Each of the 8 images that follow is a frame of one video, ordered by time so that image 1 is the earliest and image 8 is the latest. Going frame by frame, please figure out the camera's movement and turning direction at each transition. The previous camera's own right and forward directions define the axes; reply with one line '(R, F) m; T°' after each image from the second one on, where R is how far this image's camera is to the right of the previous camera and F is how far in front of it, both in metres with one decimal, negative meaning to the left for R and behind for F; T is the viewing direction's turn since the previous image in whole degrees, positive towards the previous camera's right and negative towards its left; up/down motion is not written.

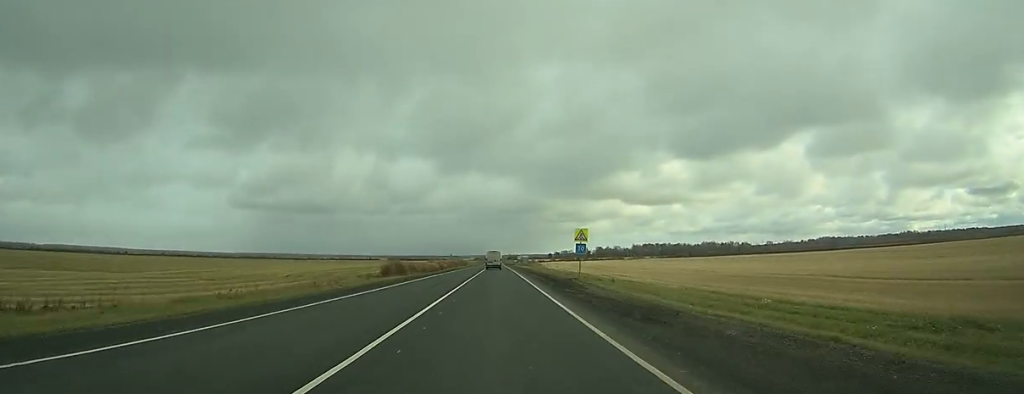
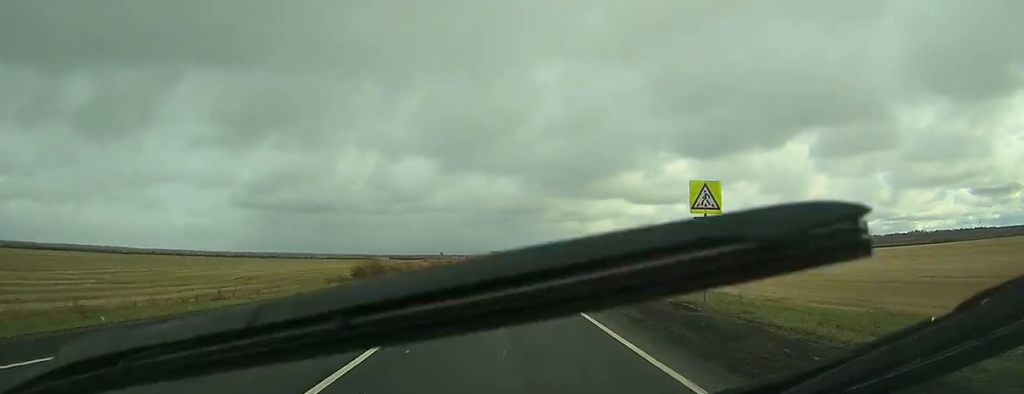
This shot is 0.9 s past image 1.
(-0.1, +23.5) m; 0°
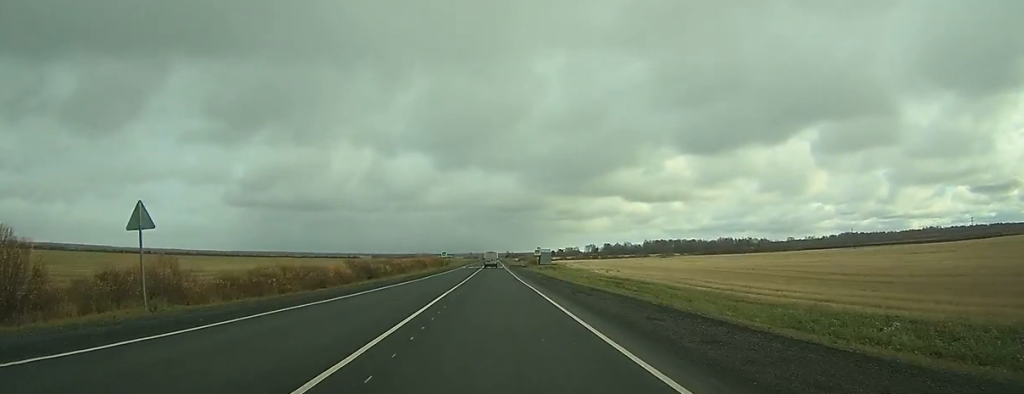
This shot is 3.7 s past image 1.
(-0.3, +79.7) m; -1°
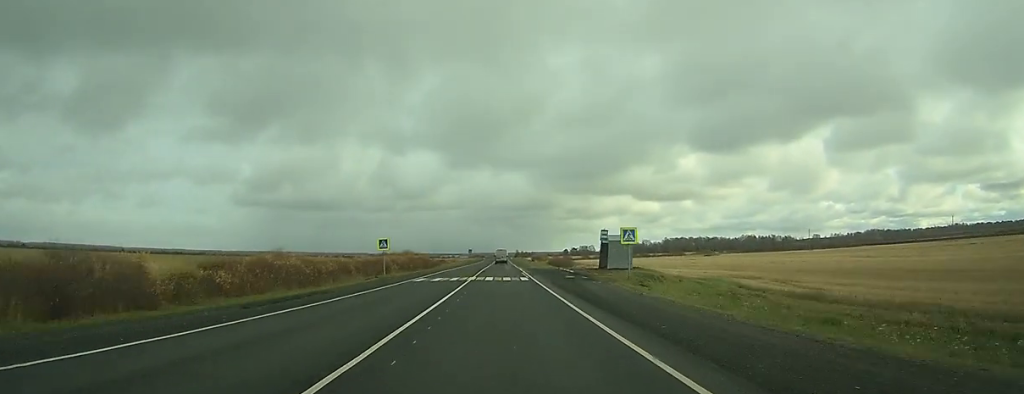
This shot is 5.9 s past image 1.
(-0.3, +67.1) m; -1°
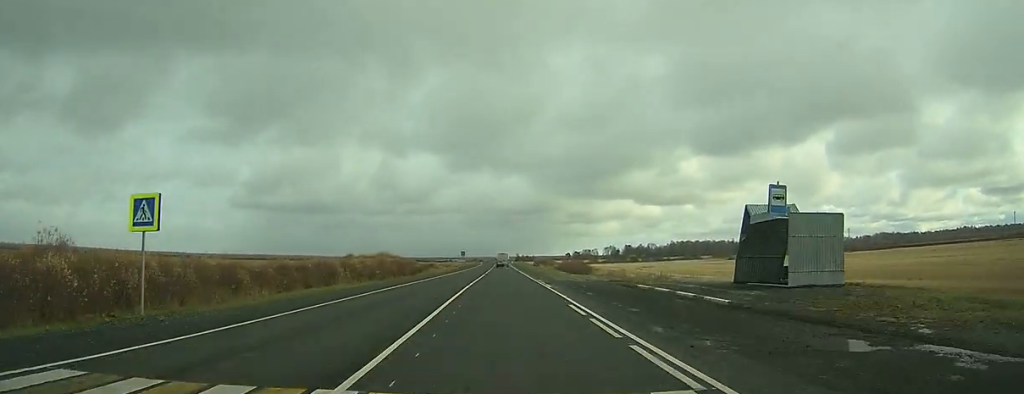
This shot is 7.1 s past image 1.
(-0.1, +32.6) m; 0°
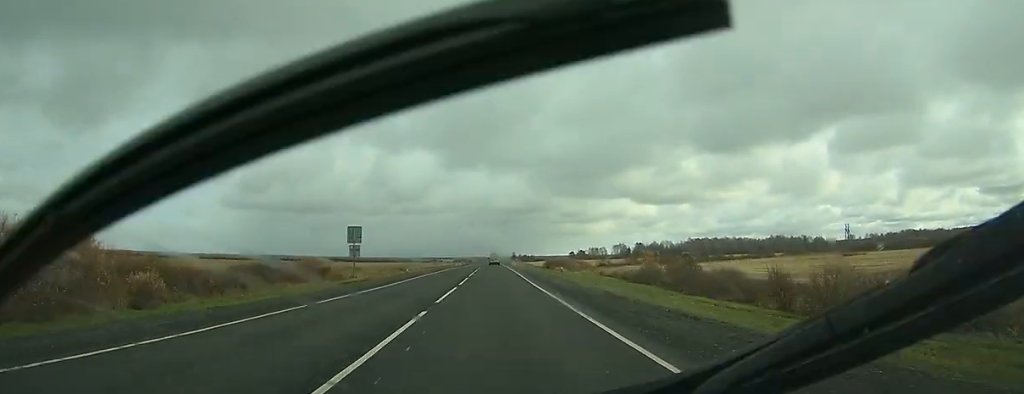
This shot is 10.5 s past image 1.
(+0.9, +96.7) m; +1°
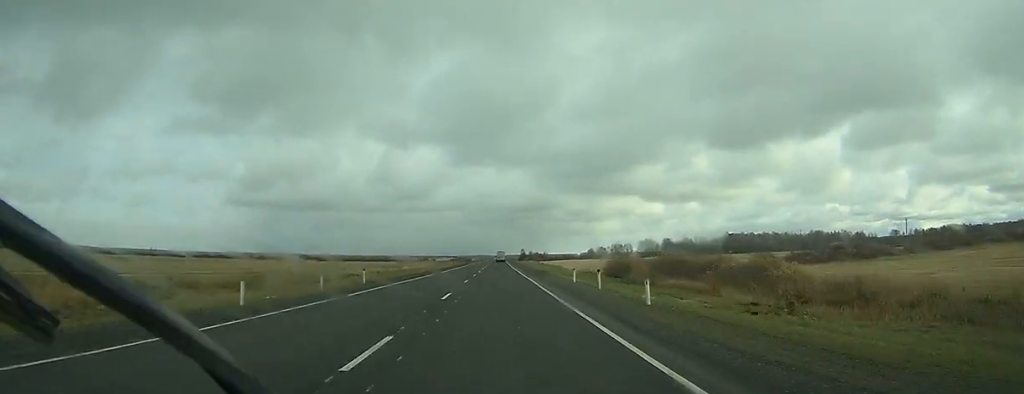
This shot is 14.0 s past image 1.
(+0.4, +100.4) m; 0°
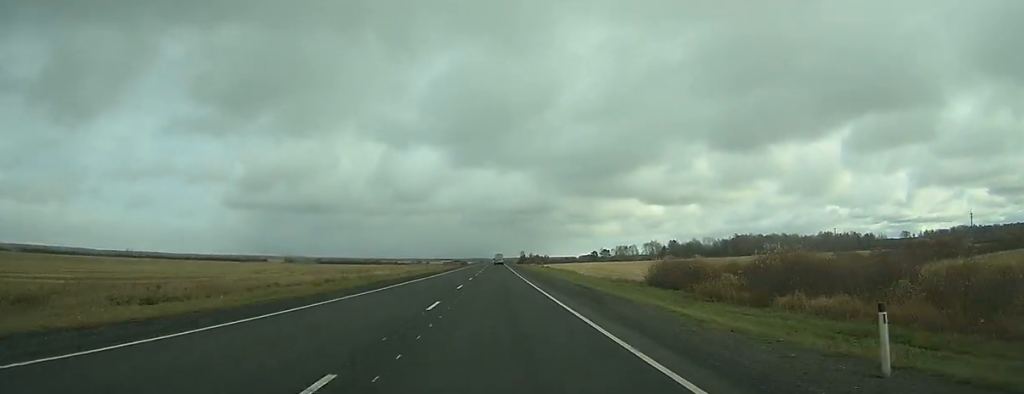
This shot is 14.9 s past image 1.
(-0.1, +28.2) m; 0°
